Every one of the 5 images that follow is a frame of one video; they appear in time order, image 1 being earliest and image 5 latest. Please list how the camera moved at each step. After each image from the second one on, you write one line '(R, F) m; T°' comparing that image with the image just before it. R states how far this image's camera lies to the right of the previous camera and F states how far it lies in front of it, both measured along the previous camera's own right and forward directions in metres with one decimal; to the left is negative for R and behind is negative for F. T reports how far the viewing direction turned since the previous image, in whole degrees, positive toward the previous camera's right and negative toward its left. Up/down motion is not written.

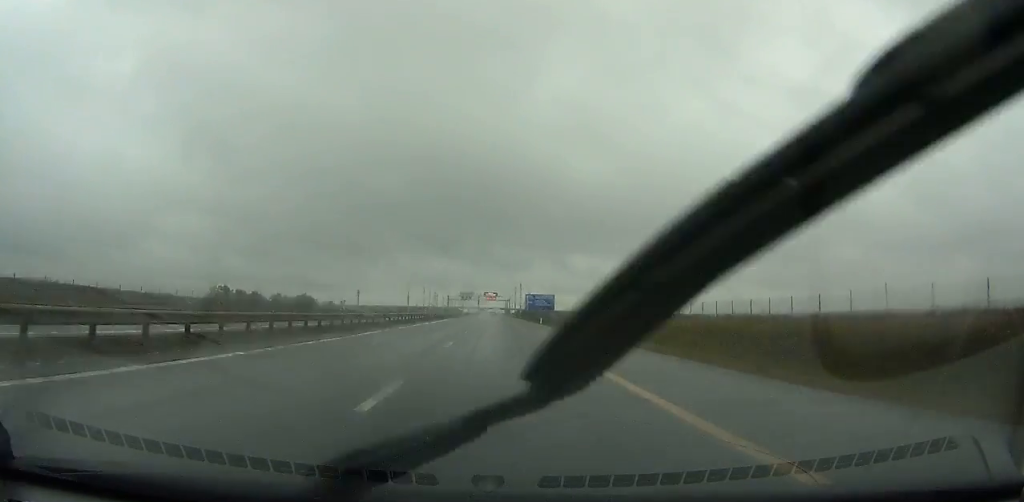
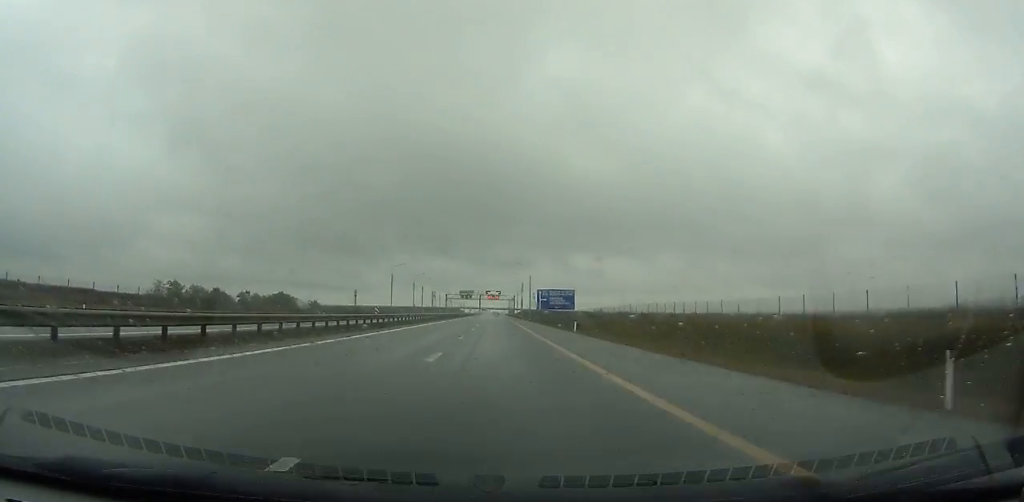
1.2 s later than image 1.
(0.0, +30.4) m; 0°
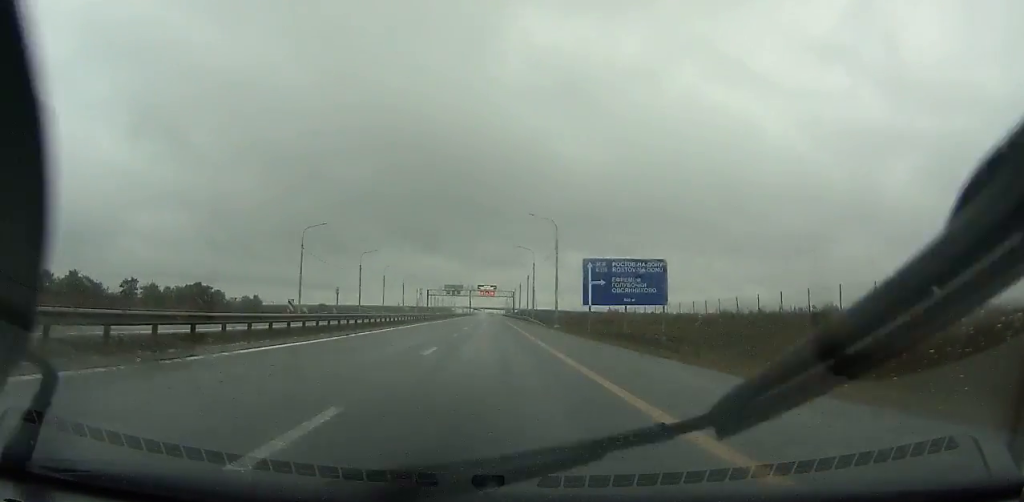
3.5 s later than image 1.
(0.0, +58.2) m; 0°
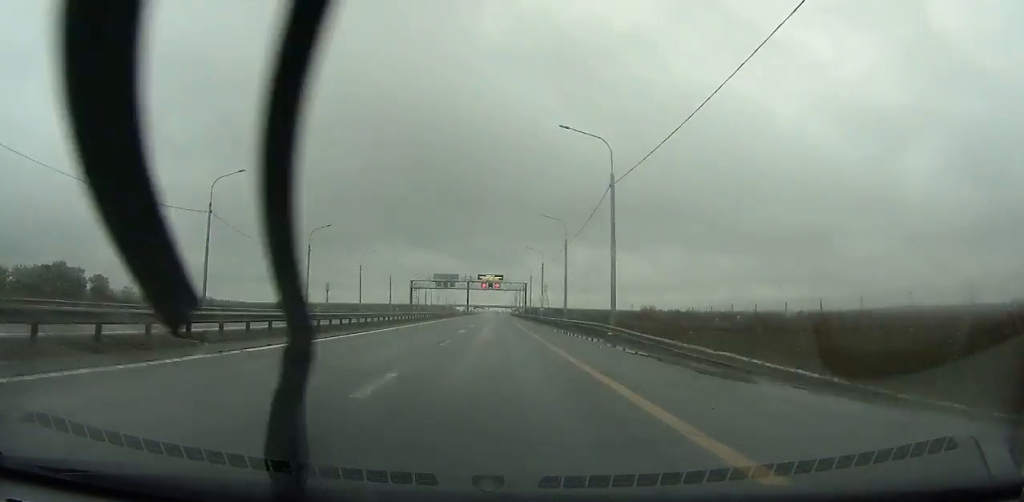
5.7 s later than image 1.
(-0.1, +56.2) m; 0°
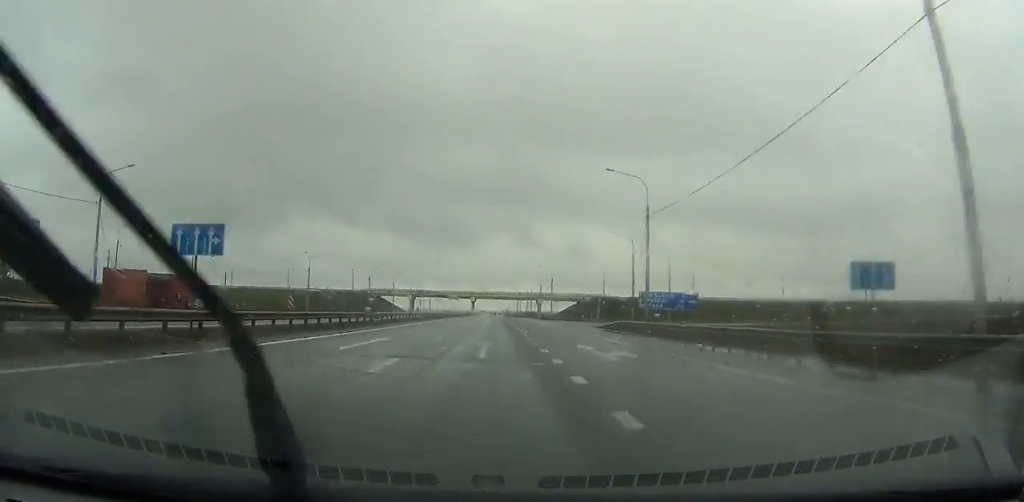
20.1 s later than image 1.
(-1.1, +379.4) m; 0°
